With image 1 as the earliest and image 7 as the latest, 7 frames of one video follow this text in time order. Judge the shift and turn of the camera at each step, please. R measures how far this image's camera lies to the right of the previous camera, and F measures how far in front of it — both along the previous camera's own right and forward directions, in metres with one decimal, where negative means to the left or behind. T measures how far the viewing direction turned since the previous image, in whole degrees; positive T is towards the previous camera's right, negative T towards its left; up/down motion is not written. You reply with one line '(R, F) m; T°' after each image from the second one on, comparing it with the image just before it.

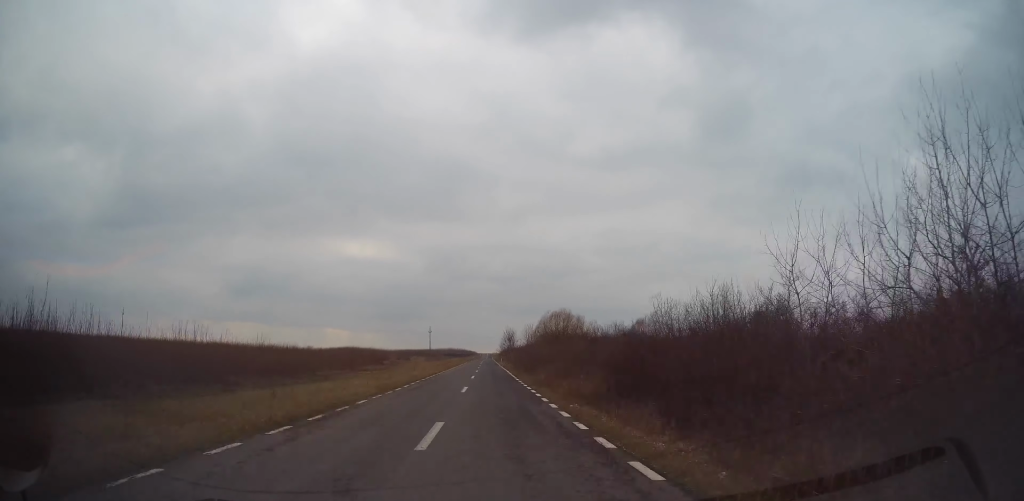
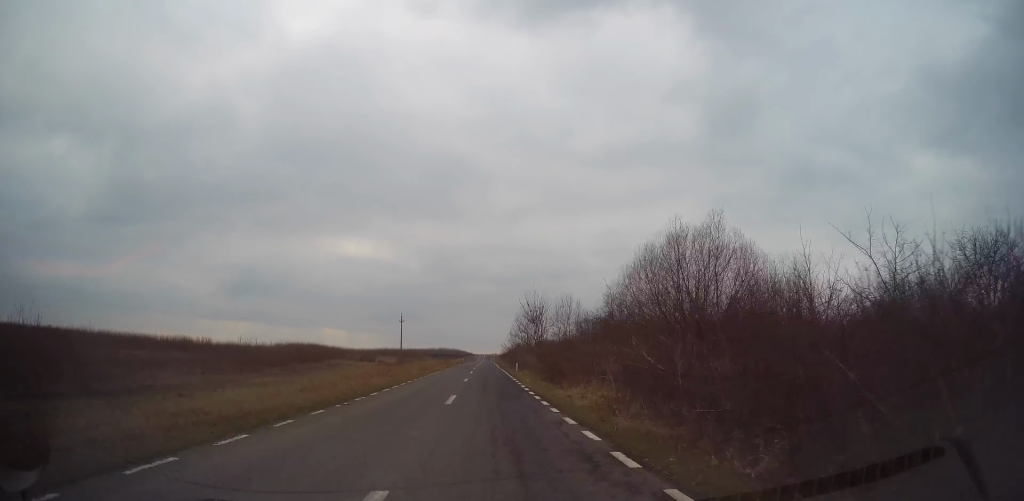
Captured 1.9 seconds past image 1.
(+0.3, +52.5) m; 0°
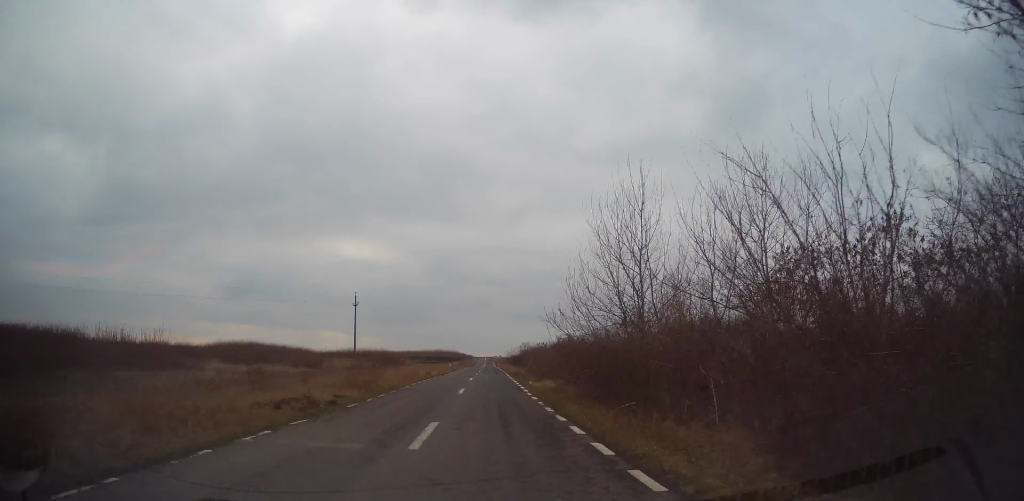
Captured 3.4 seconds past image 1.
(-0.3, +42.4) m; 0°
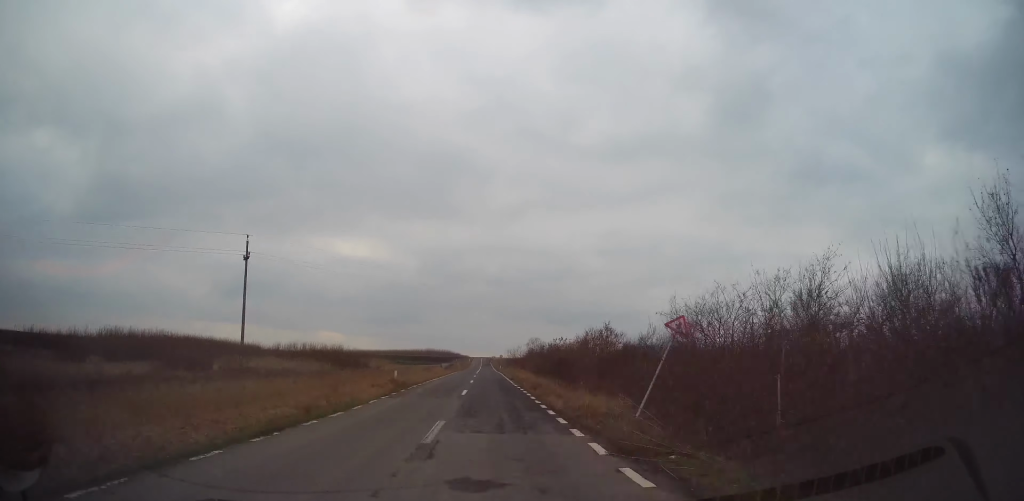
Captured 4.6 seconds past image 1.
(-0.2, +34.8) m; 0°
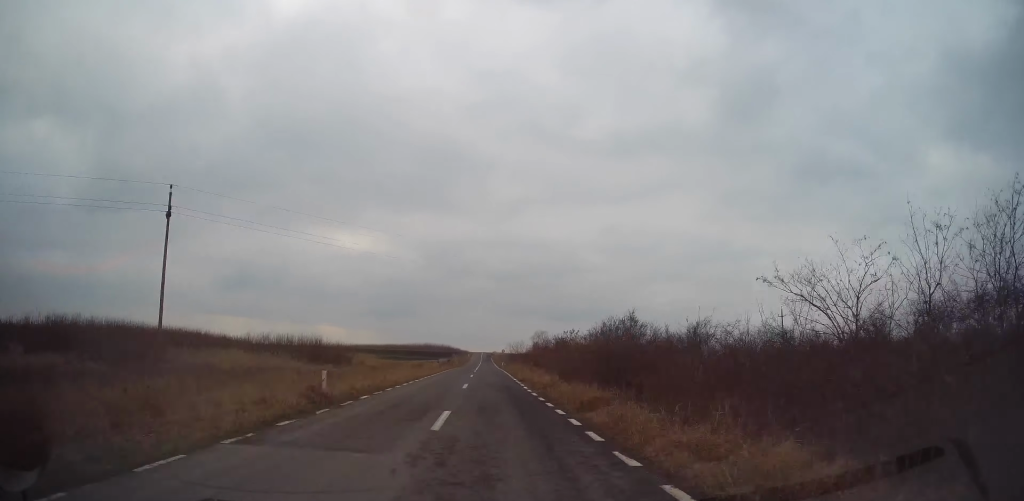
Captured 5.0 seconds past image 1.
(0.0, +11.1) m; 0°
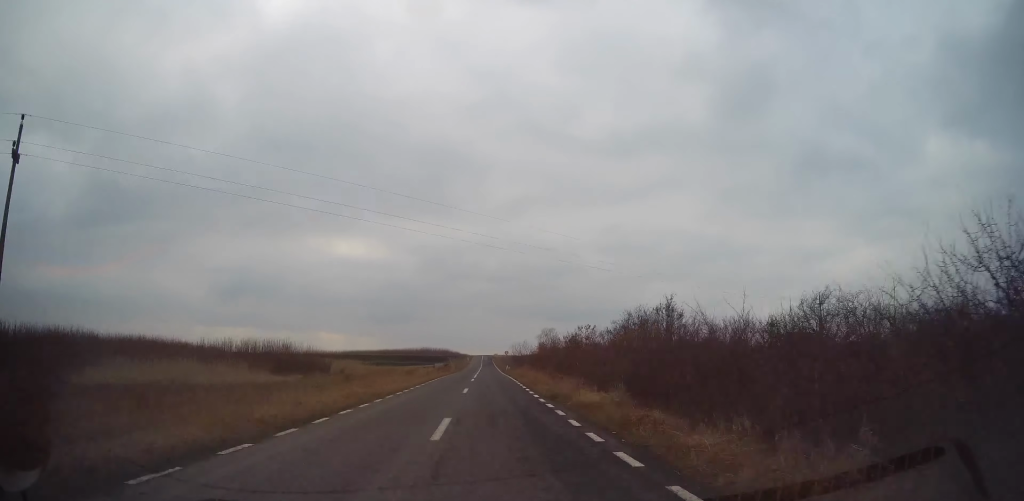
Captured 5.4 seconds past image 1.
(0.0, +12.0) m; 0°
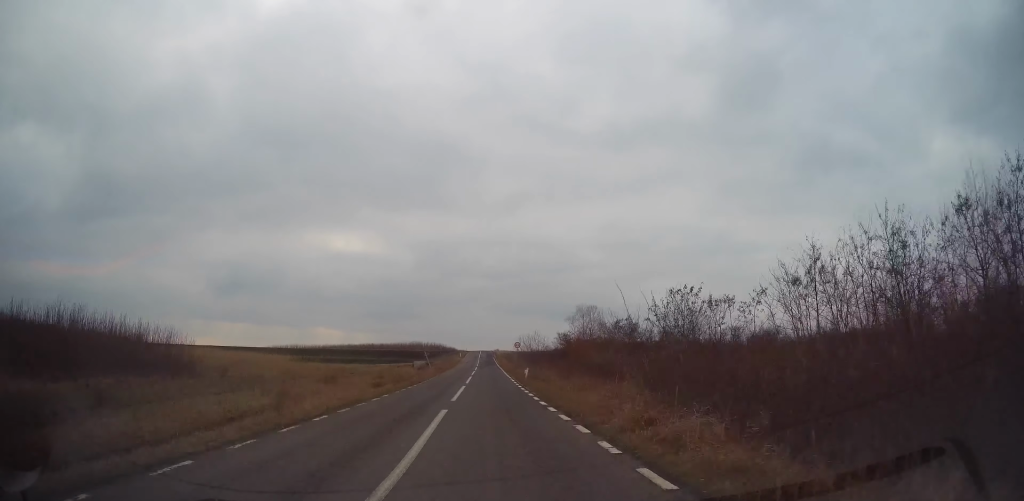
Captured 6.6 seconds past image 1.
(-0.1, +33.1) m; +1°
